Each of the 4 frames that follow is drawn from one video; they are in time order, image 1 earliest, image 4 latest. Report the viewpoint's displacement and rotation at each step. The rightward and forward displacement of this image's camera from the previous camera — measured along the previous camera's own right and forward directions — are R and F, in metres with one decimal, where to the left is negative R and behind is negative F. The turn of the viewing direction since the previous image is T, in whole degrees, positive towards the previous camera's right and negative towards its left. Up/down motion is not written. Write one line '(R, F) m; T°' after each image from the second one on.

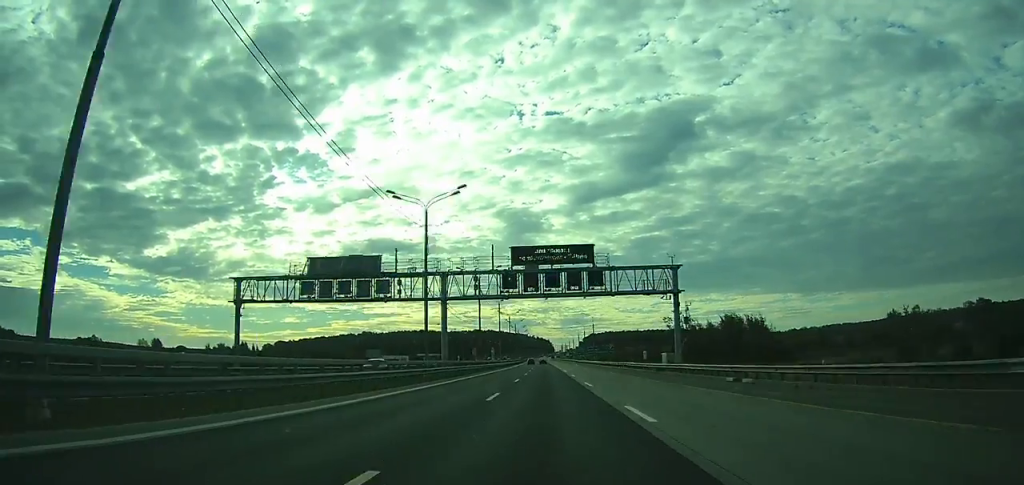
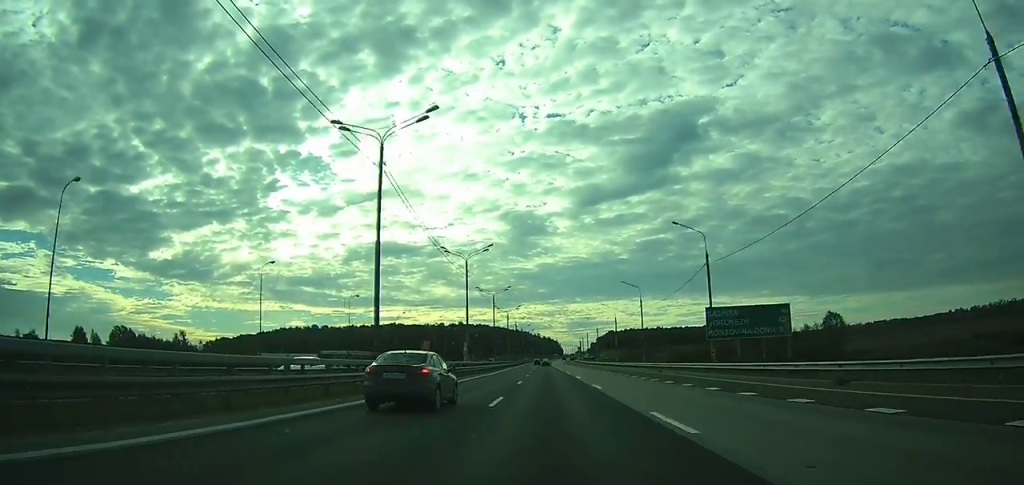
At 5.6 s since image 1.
(-2.0, +170.8) m; -1°
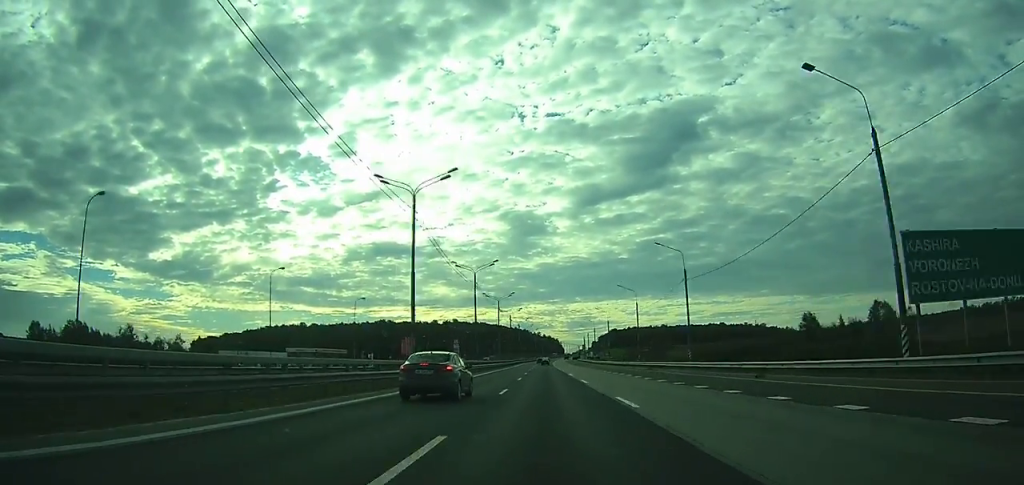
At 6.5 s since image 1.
(0.0, +28.7) m; 0°
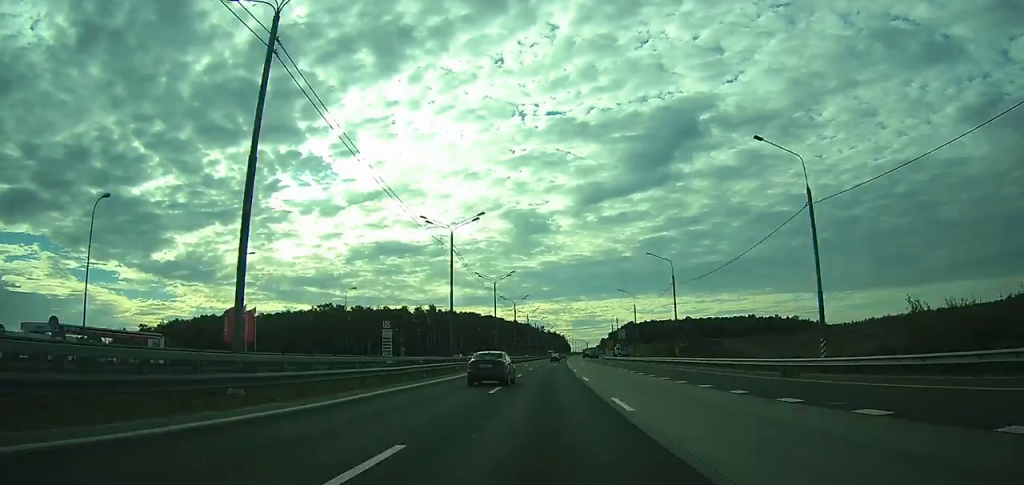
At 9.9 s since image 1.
(-0.1, +97.0) m; 0°
